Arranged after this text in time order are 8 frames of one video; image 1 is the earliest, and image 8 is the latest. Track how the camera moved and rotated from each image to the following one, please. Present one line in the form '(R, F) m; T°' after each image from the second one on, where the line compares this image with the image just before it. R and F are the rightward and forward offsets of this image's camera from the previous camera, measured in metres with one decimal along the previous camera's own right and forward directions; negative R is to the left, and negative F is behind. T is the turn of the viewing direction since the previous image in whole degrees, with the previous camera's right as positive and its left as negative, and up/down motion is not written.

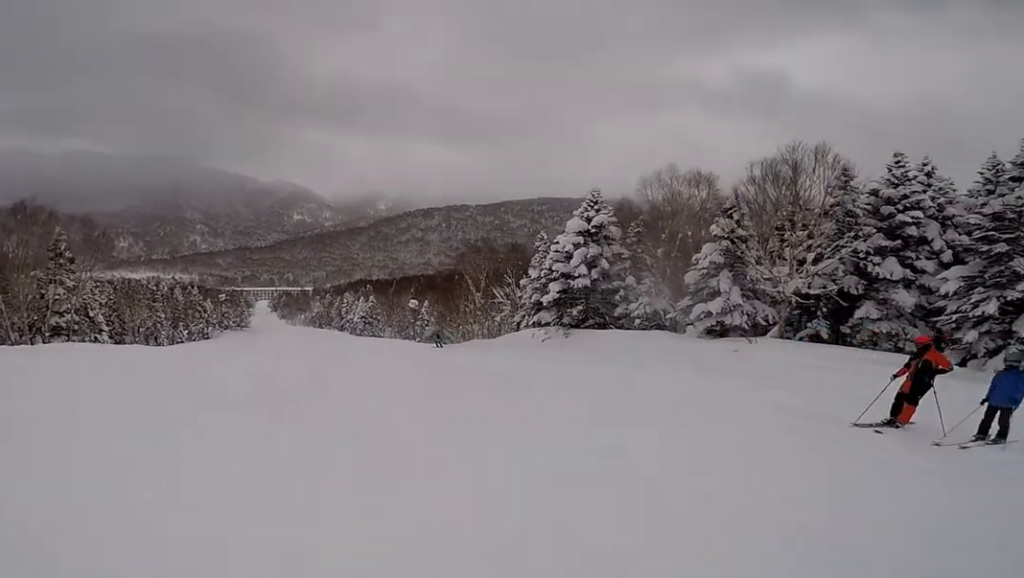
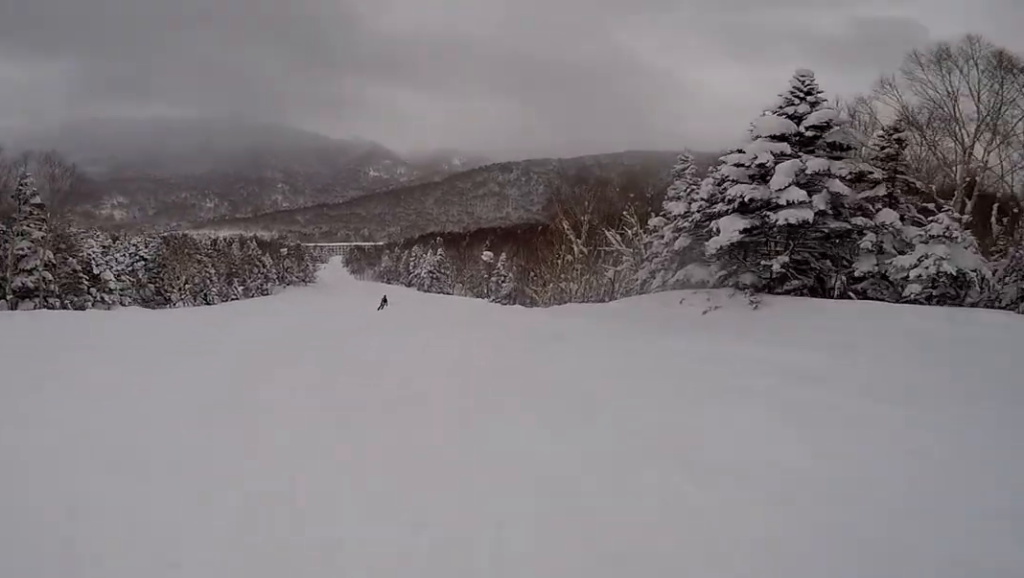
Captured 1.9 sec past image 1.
(+2.6, +12.9) m; +13°
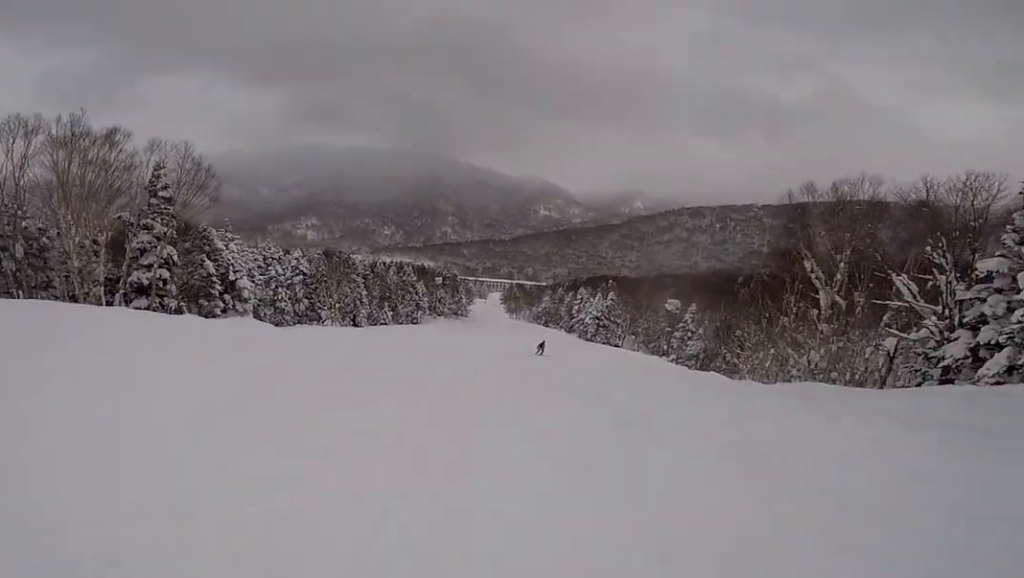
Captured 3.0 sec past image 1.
(-1.1, +7.9) m; -15°
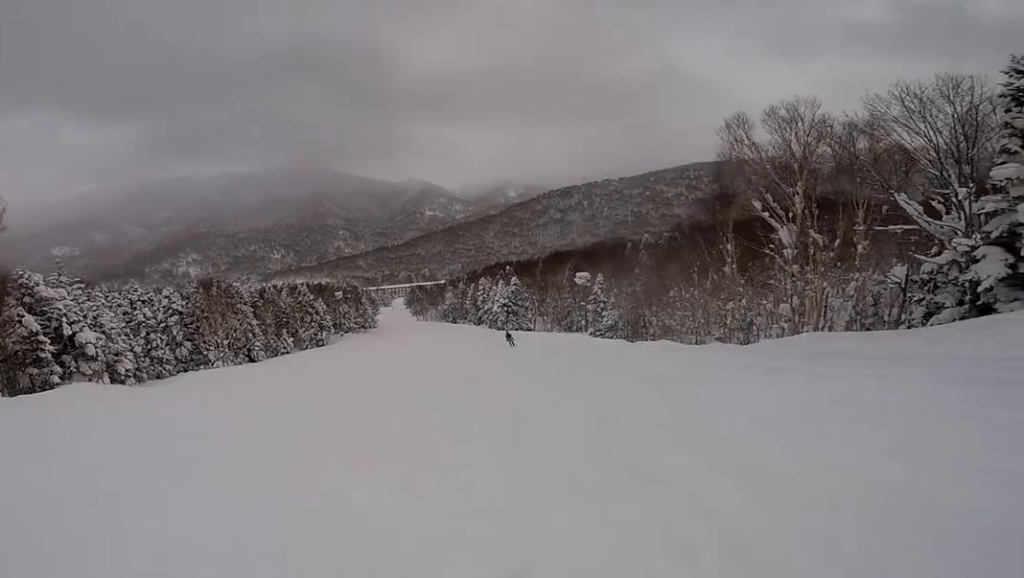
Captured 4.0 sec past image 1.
(-0.7, +7.5) m; +1°
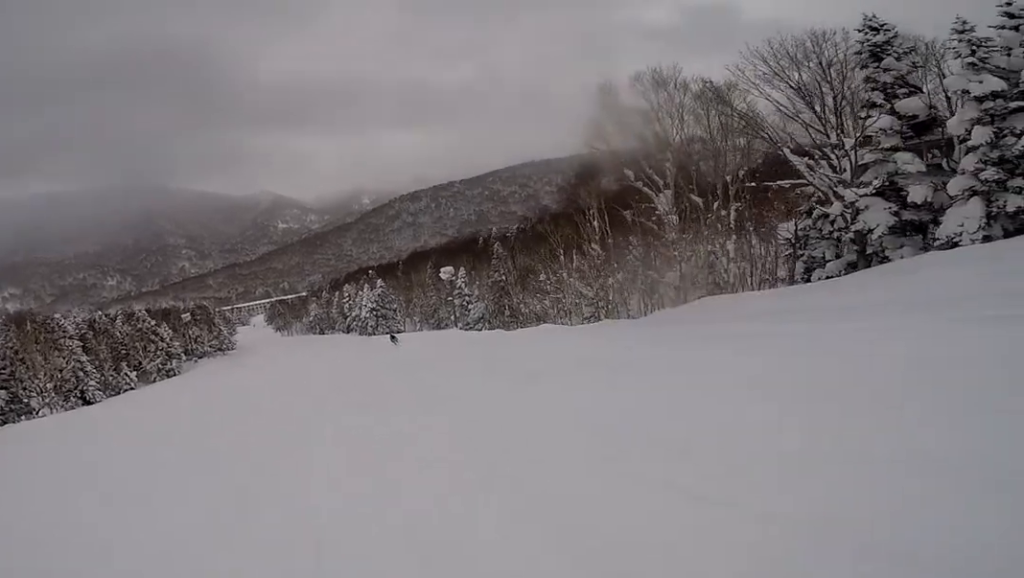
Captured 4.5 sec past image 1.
(+0.1, +4.3) m; +7°
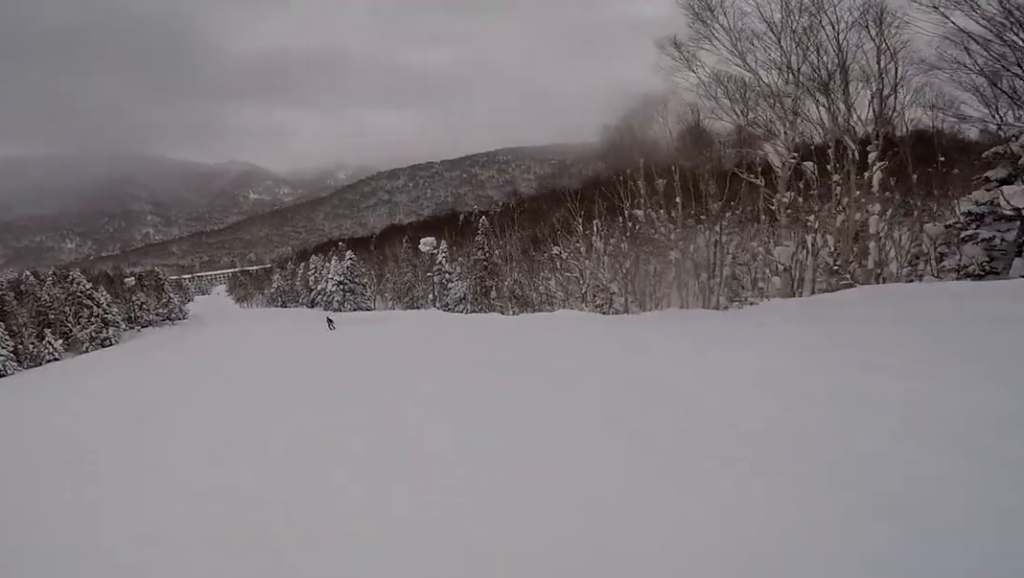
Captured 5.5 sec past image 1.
(+0.7, +8.4) m; +6°
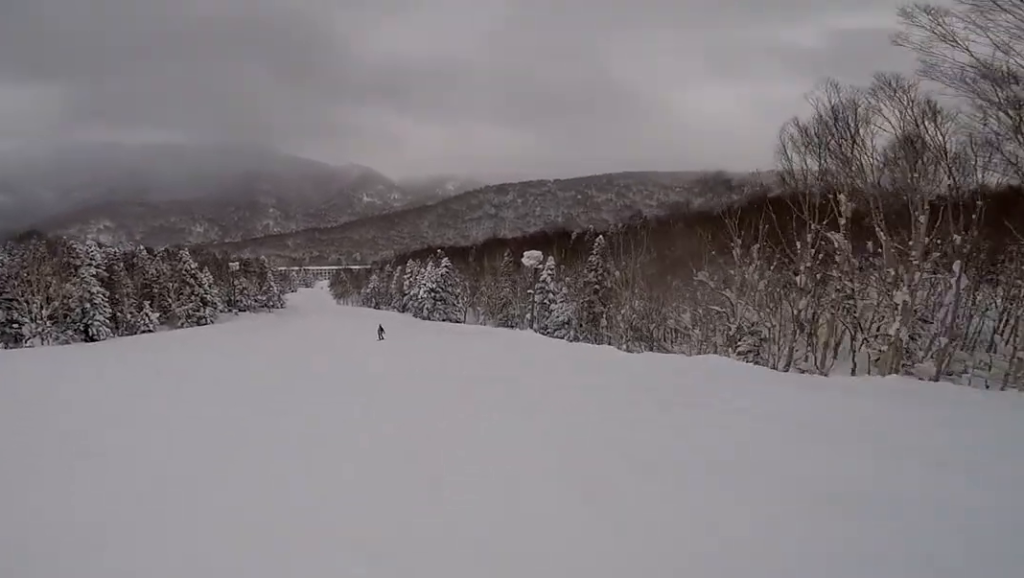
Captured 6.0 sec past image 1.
(+0.1, +4.5) m; -8°
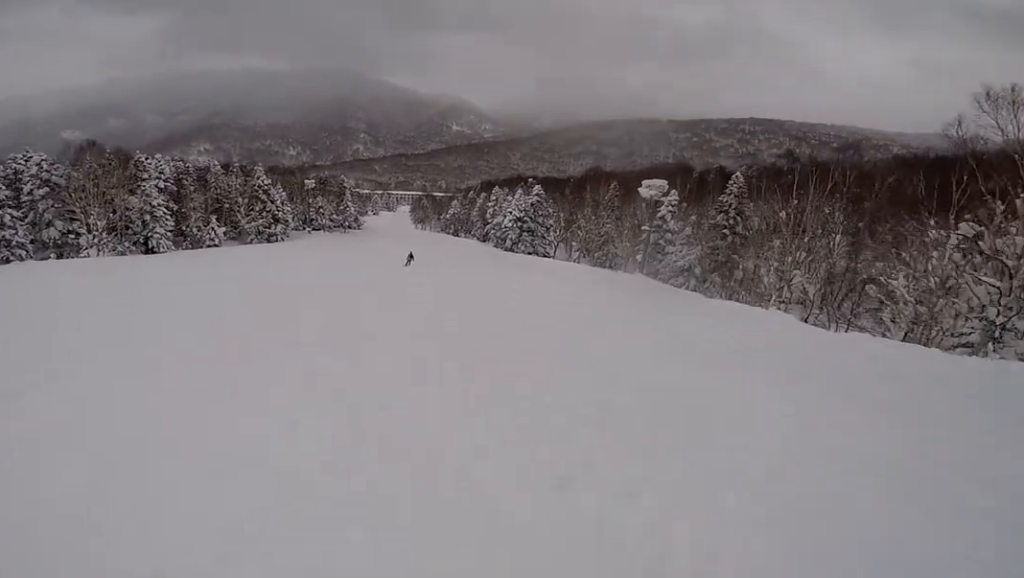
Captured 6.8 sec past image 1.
(-0.4, +6.4) m; -12°
